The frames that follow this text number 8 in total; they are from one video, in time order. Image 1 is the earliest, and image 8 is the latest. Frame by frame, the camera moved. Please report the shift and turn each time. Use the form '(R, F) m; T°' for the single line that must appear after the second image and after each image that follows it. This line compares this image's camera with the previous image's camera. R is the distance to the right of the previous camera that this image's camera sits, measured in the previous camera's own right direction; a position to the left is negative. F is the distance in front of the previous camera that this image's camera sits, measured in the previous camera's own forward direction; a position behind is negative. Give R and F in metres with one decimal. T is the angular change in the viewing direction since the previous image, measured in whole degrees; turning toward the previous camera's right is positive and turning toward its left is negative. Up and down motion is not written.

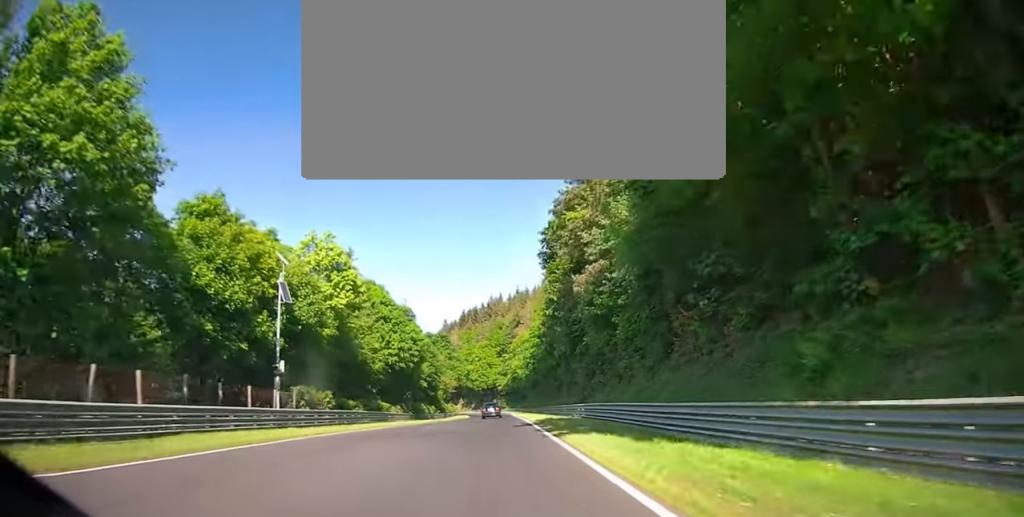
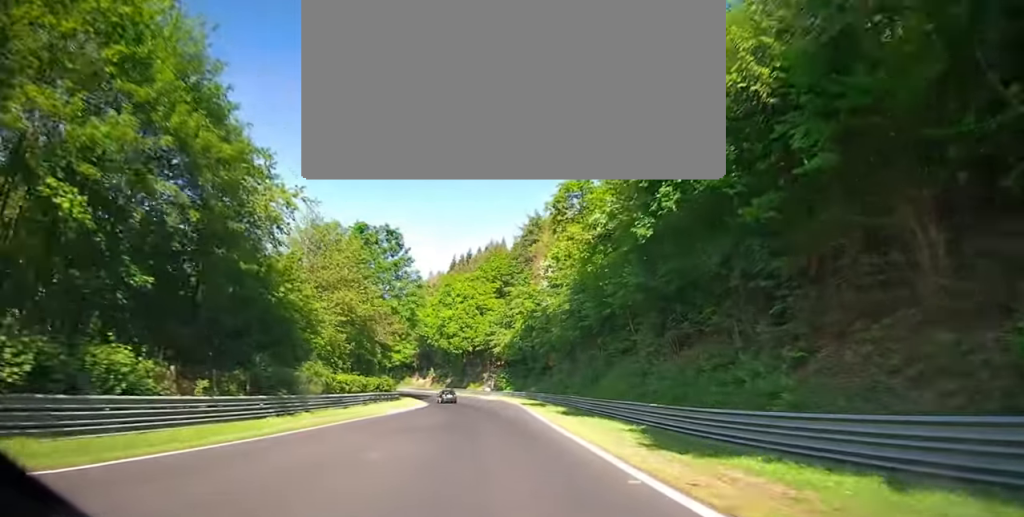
(-0.7, +72.1) m; -2°
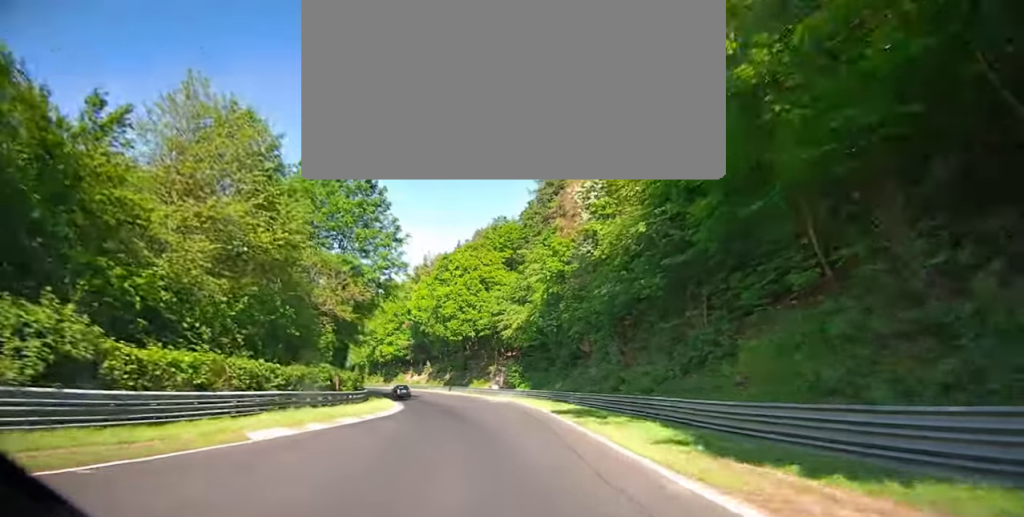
(-0.1, +20.4) m; -1°
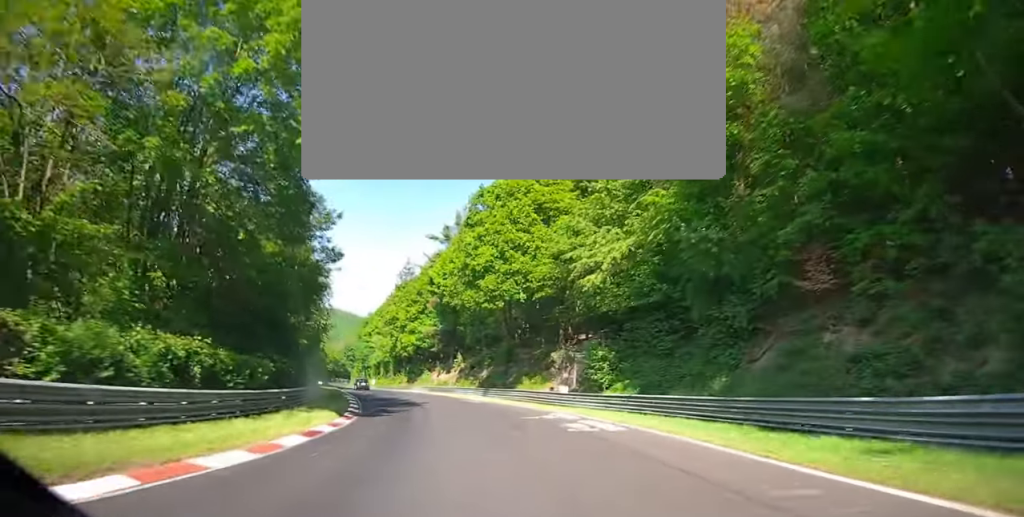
(-0.7, +28.7) m; -4°
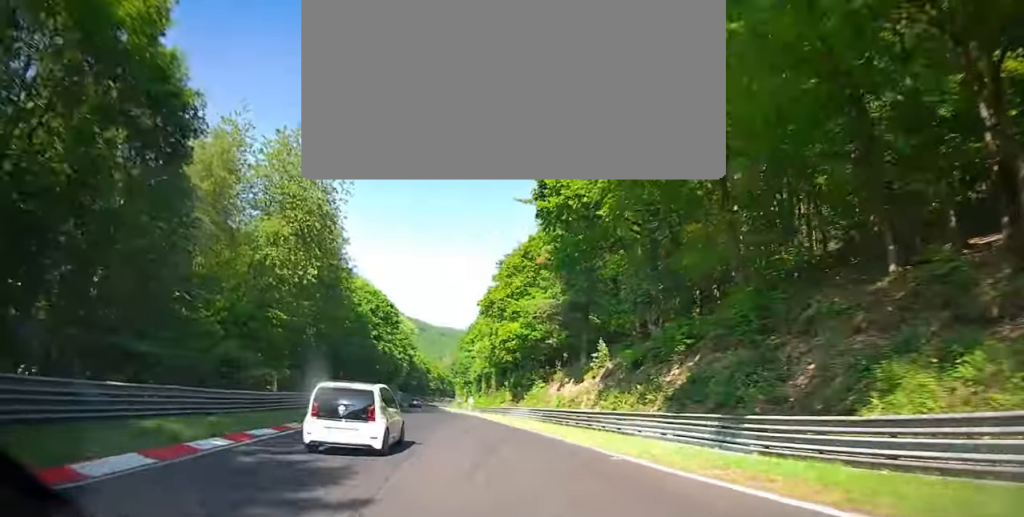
(-2.1, +34.6) m; -7°
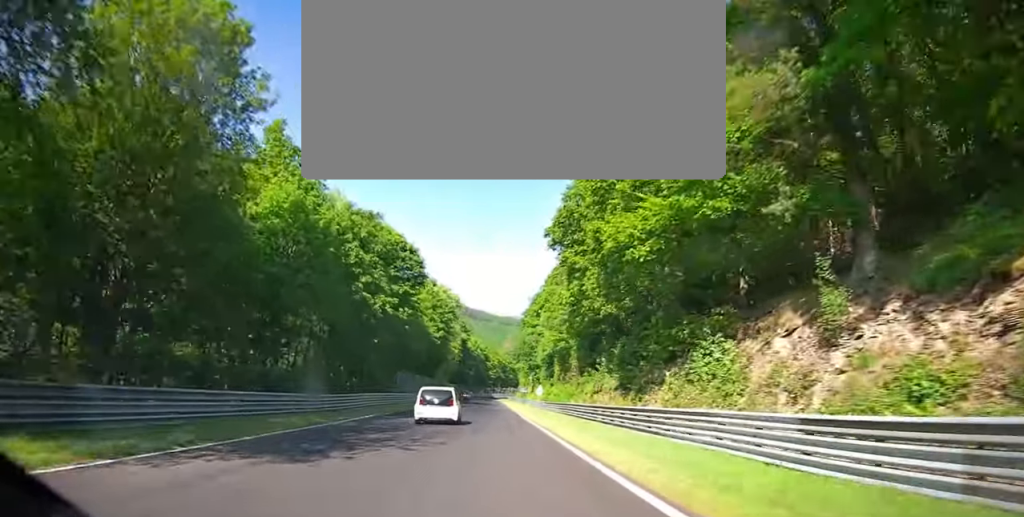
(-1.7, +29.1) m; -8°
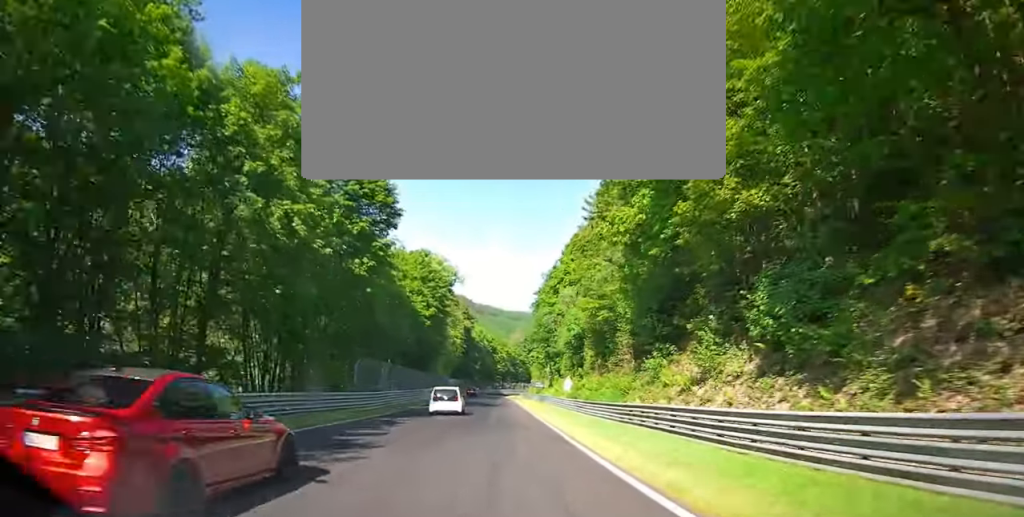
(-1.5, +19.2) m; -3°
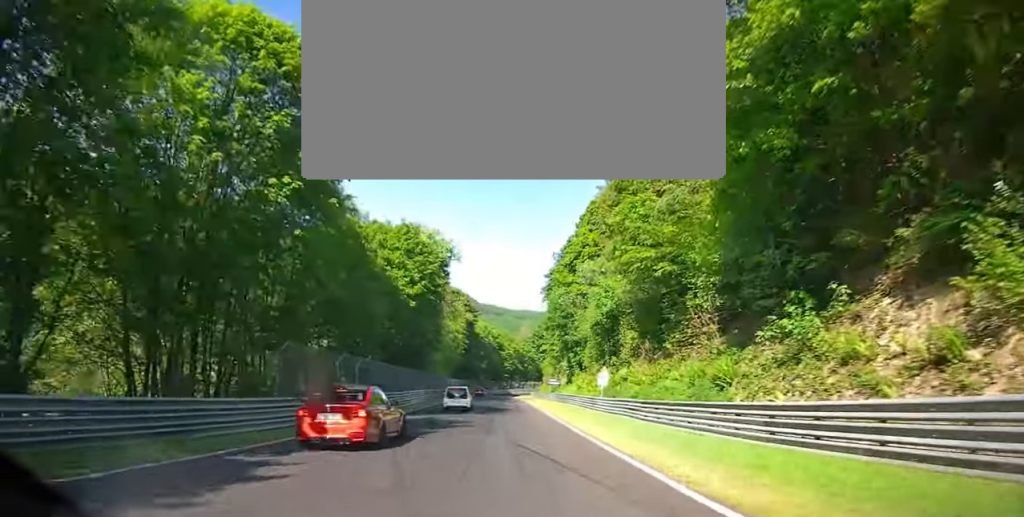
(-0.3, +13.9) m; -1°
